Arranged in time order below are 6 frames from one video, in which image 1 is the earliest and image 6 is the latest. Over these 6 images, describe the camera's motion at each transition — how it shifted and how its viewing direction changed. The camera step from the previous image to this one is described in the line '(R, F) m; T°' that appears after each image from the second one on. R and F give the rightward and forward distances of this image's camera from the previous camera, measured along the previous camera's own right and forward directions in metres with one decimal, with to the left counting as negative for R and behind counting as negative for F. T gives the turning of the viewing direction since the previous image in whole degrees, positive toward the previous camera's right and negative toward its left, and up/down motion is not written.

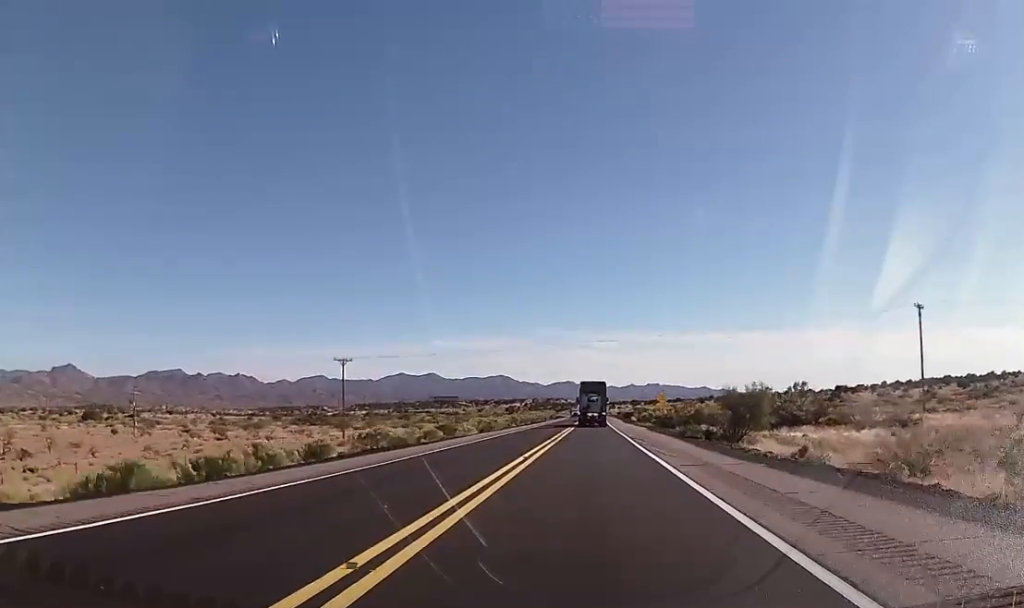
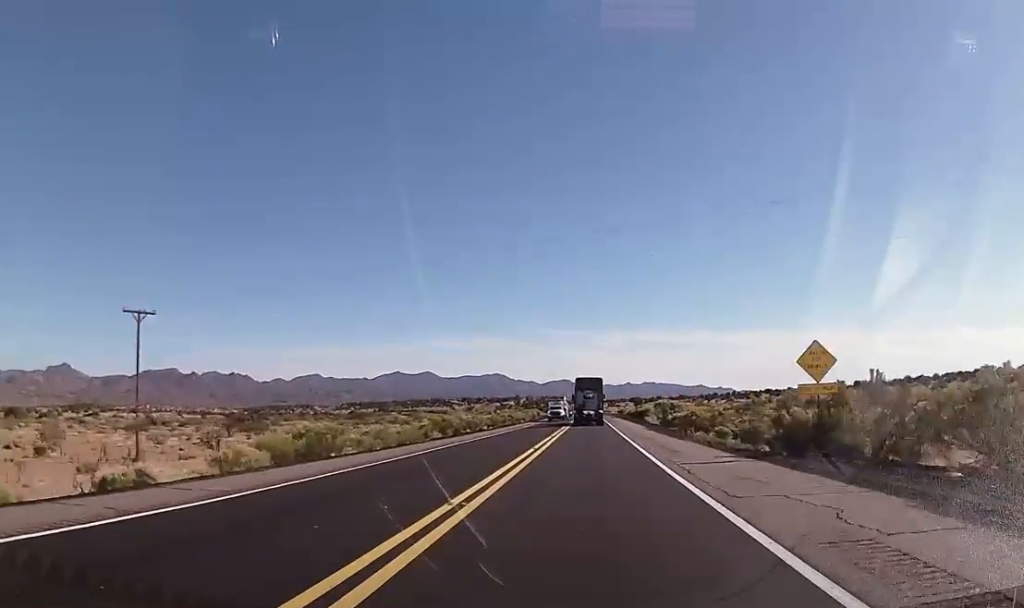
(+0.4, +52.6) m; 0°
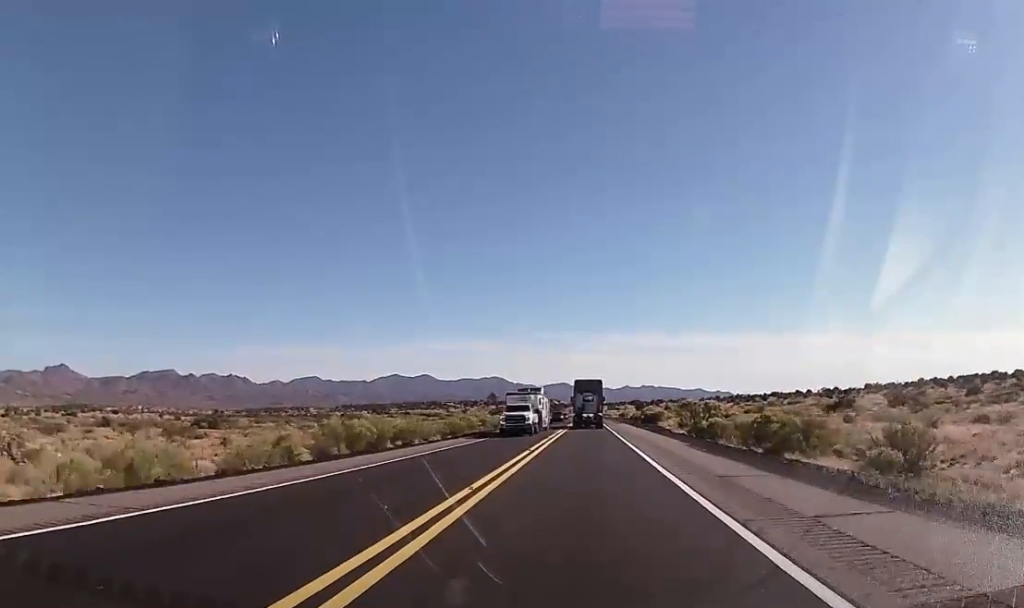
(-0.2, +25.7) m; 0°
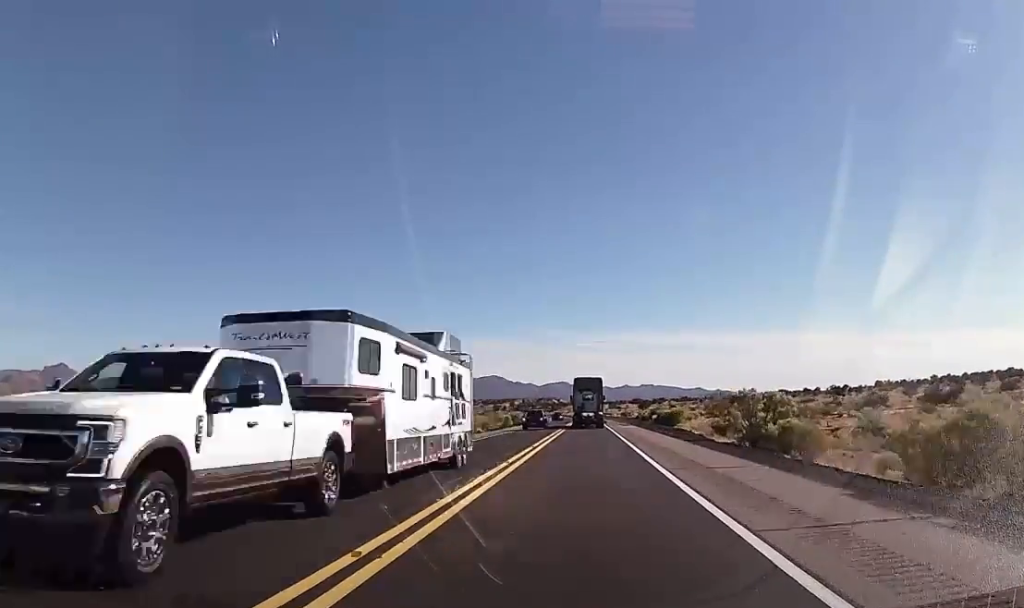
(0.0, +20.6) m; 0°
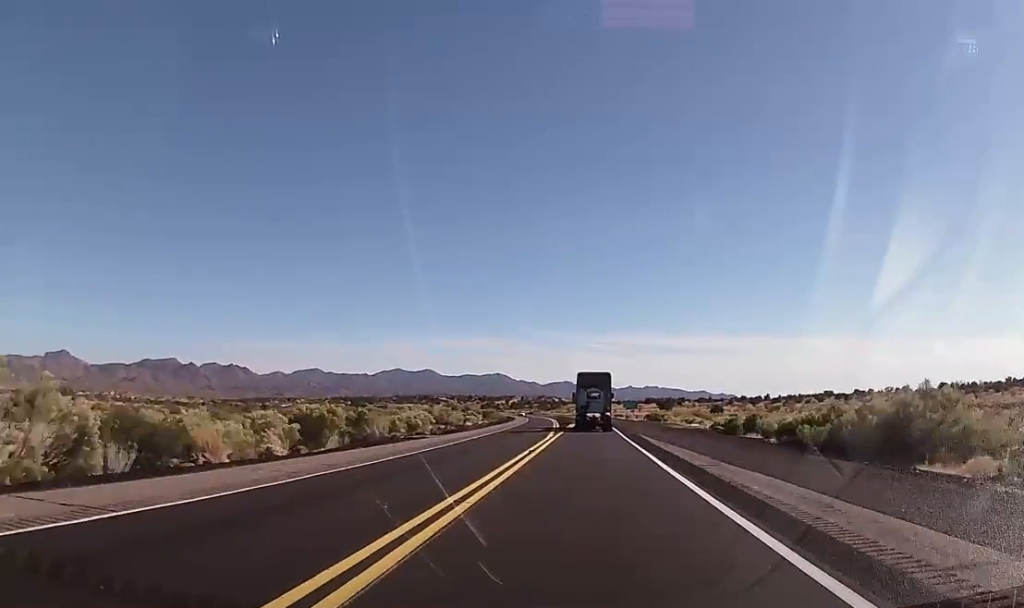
(+0.8, +91.8) m; 0°
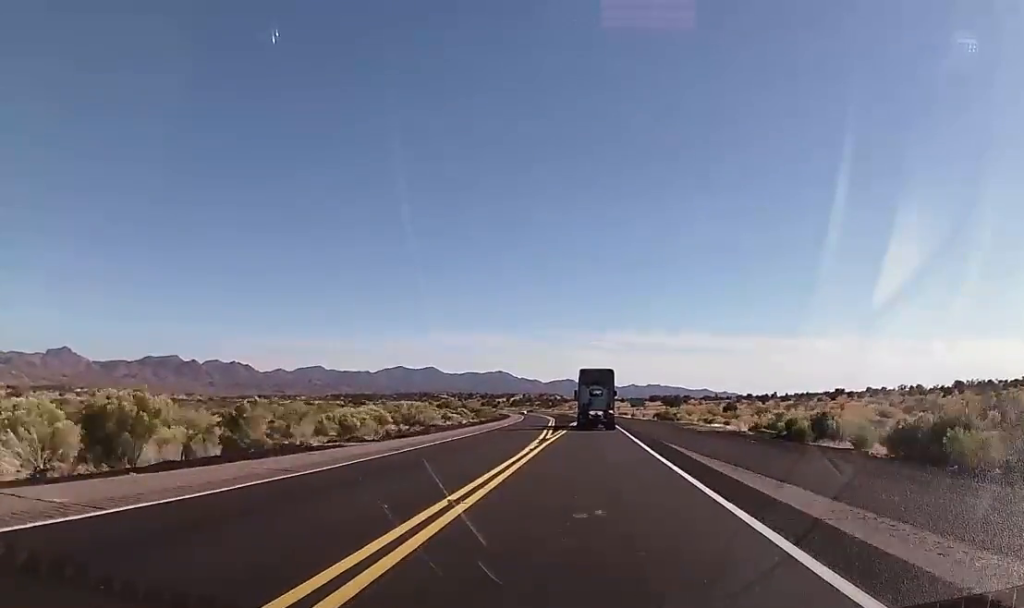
(-0.1, +15.4) m; 0°
